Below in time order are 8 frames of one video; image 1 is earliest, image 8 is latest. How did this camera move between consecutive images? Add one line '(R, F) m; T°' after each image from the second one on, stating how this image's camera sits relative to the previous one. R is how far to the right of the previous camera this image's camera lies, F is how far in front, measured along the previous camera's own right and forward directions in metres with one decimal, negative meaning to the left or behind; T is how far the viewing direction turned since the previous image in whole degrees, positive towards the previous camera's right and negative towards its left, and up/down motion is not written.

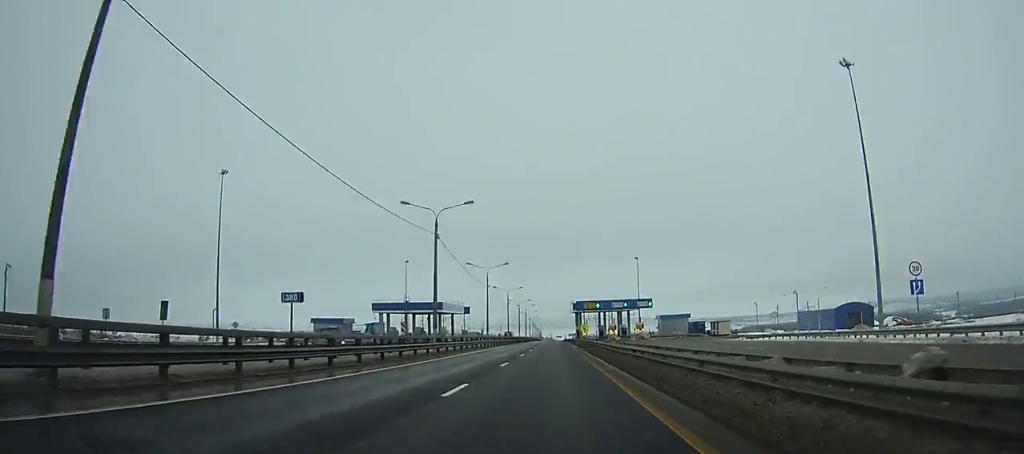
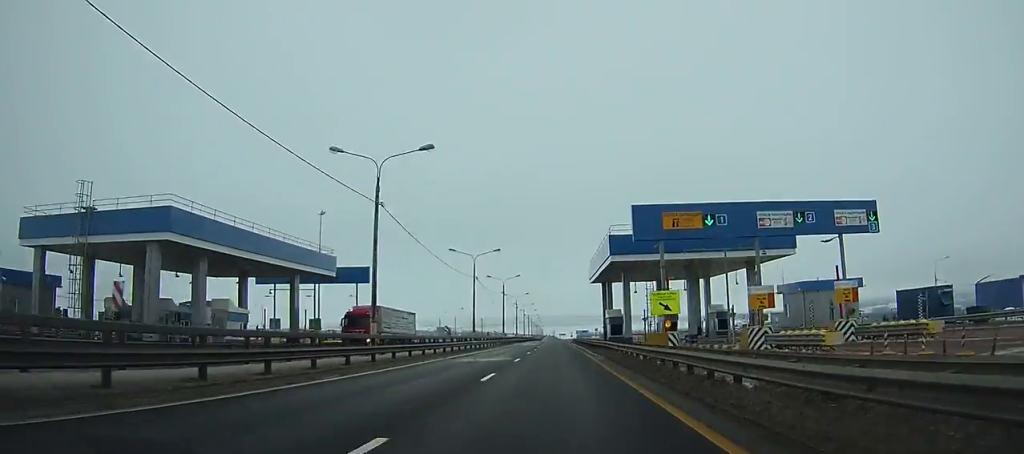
(-0.4, +79.1) m; -1°
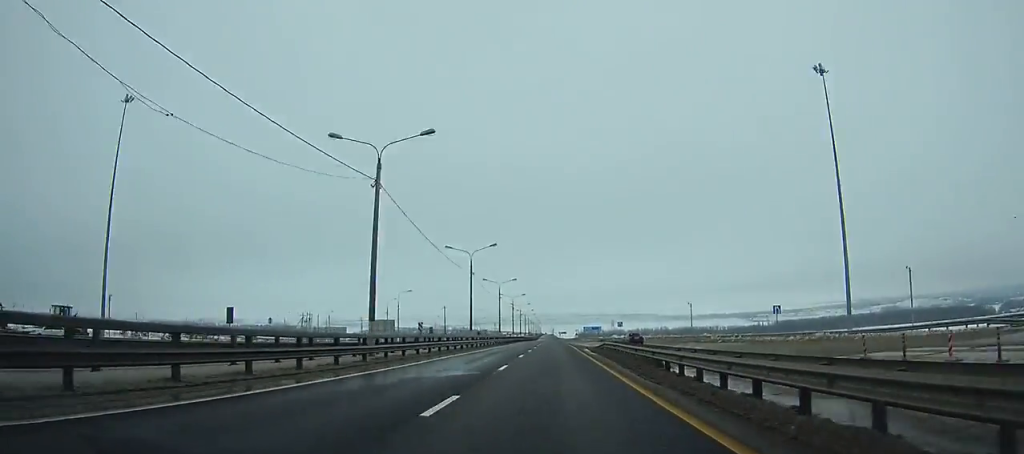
(-0.2, +67.0) m; 0°
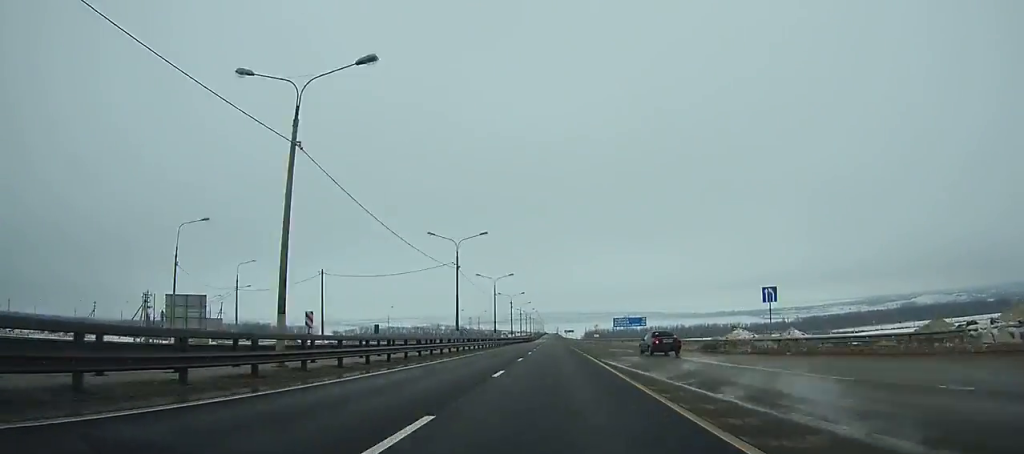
(-0.1, +73.7) m; 0°
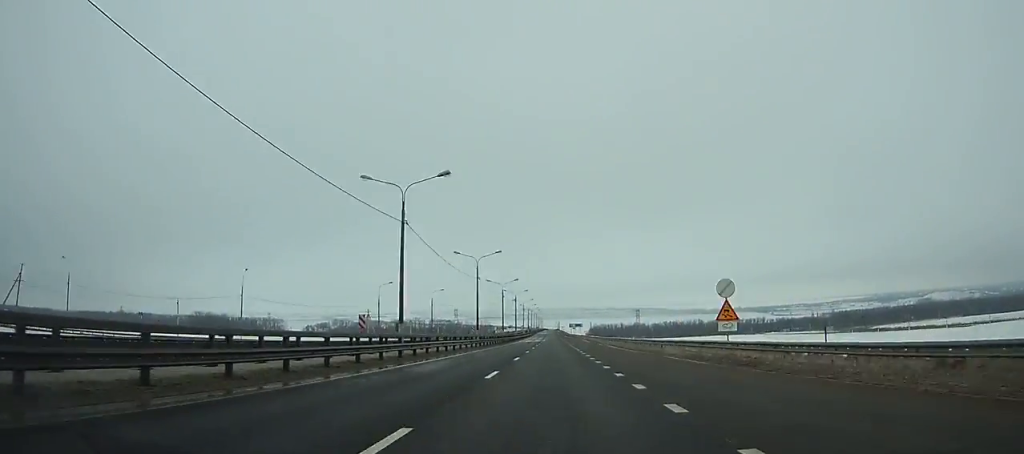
(-0.1, +83.8) m; 0°
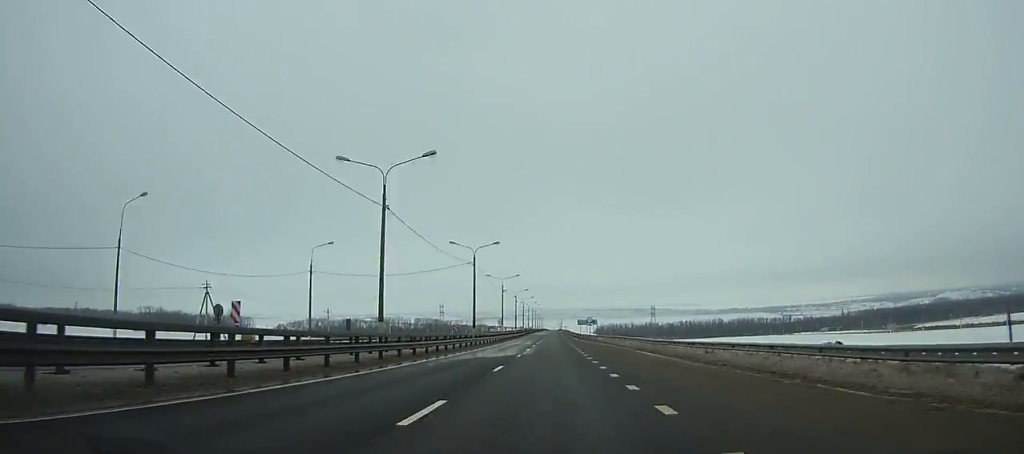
(+0.1, +67.6) m; 0°
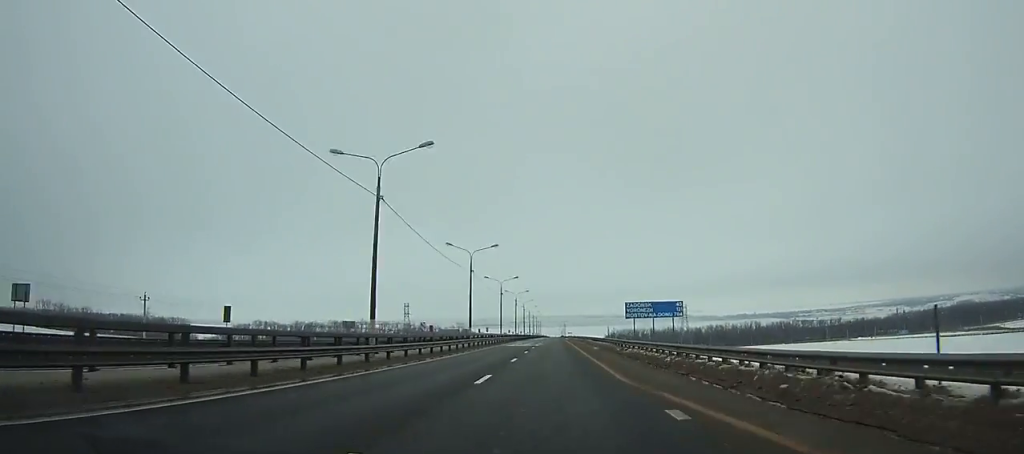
(-0.1, +99.1) m; 0°
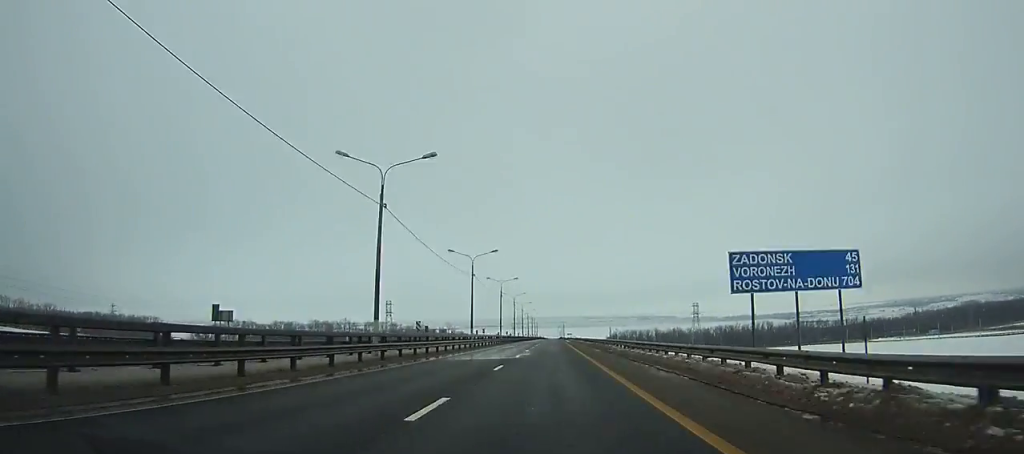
(0.0, +30.7) m; 0°
